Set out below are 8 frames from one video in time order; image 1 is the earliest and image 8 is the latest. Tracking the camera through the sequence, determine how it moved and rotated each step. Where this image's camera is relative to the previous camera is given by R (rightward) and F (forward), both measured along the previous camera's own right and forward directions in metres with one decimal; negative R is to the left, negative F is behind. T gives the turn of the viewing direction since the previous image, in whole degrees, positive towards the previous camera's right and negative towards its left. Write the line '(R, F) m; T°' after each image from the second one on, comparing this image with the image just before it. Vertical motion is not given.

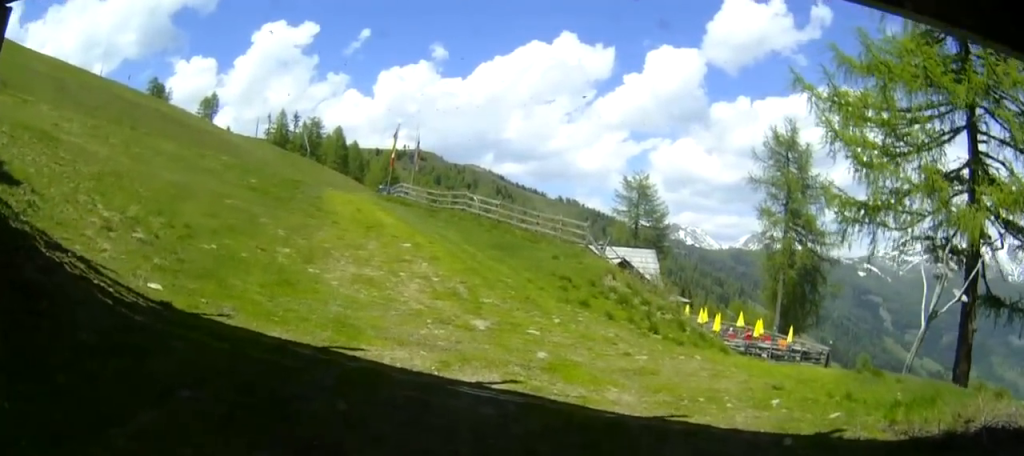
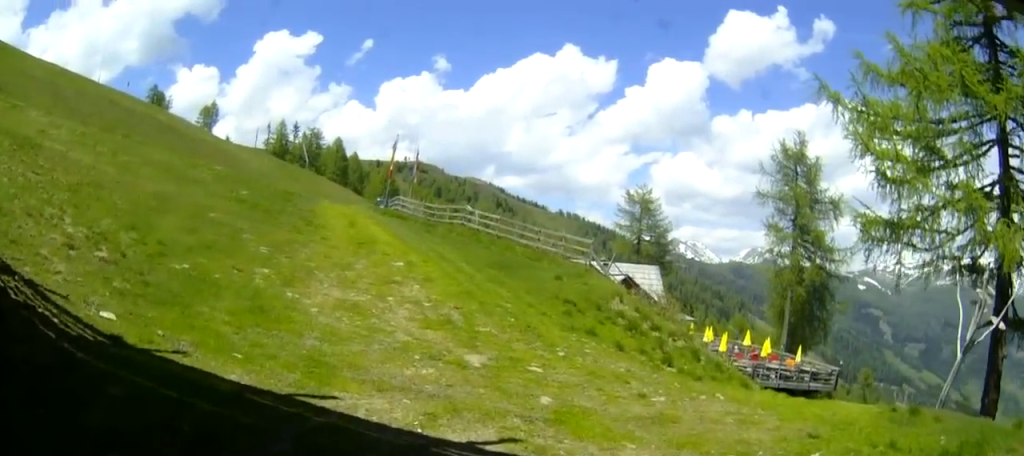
(+0.1, +1.7) m; 0°
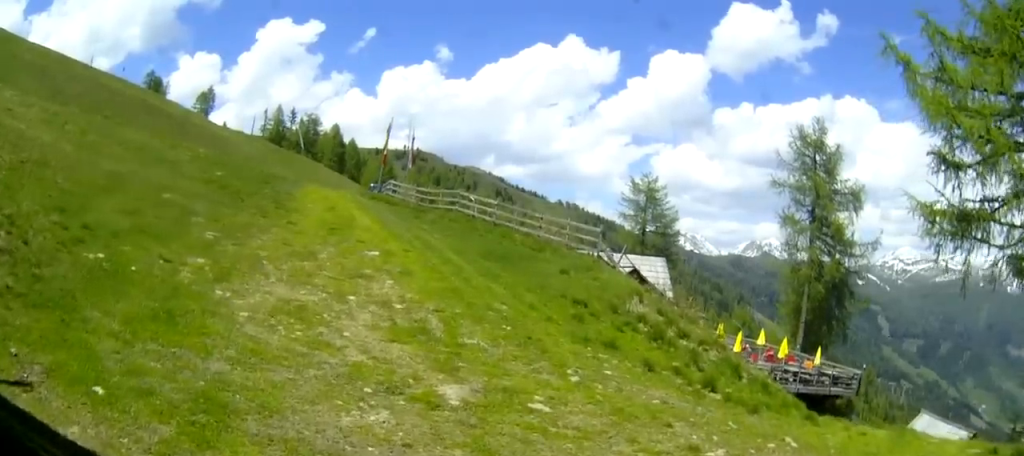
(-0.1, +3.7) m; +1°
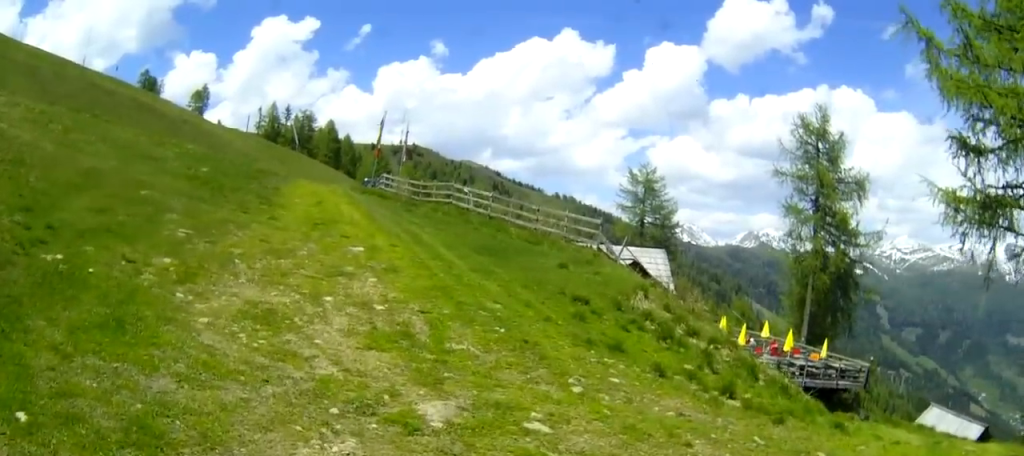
(+0.1, +1.2) m; +1°
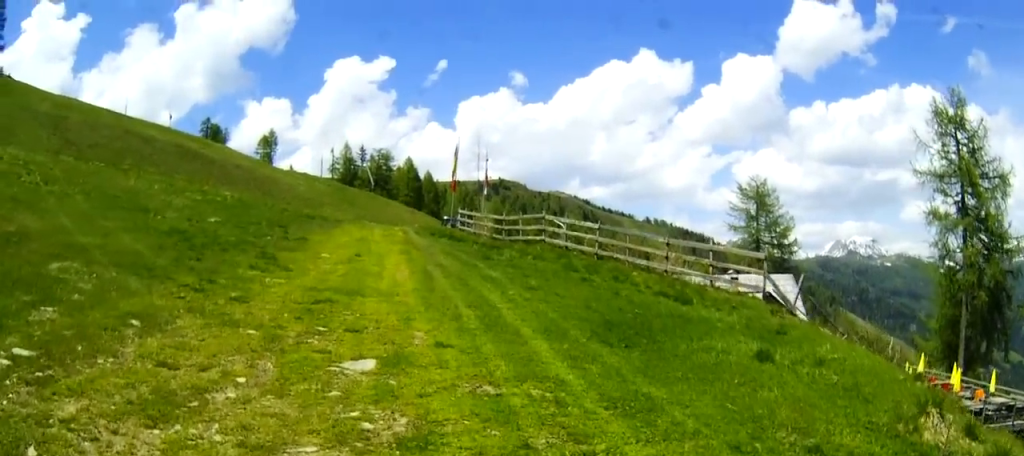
(-0.7, +8.6) m; -13°
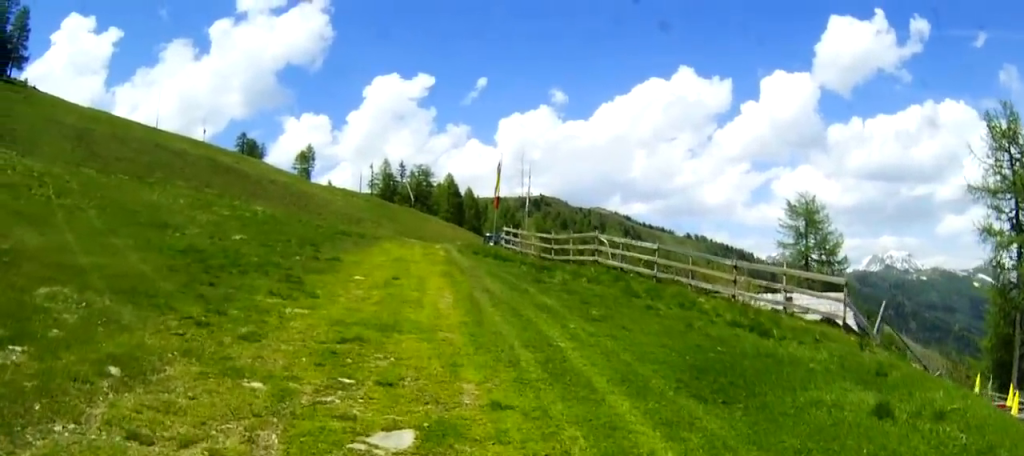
(0.0, +2.0) m; -2°
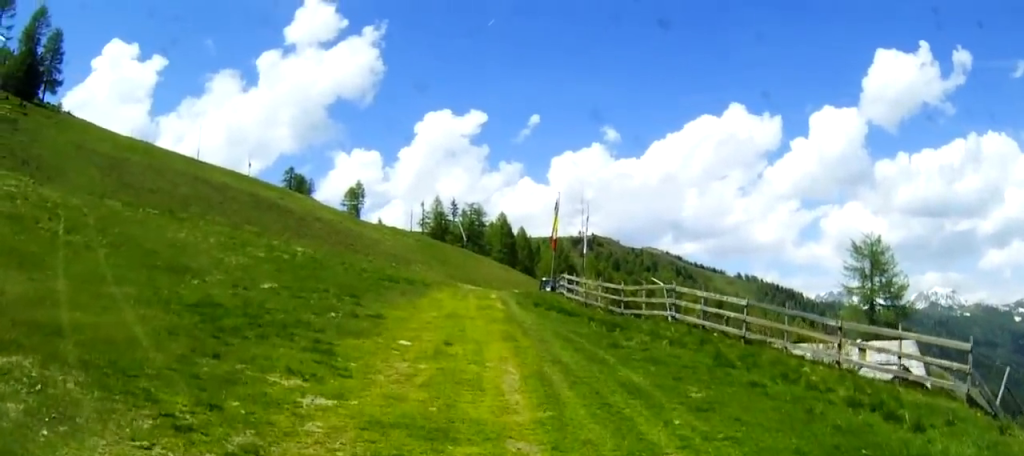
(0.0, +3.0) m; -1°
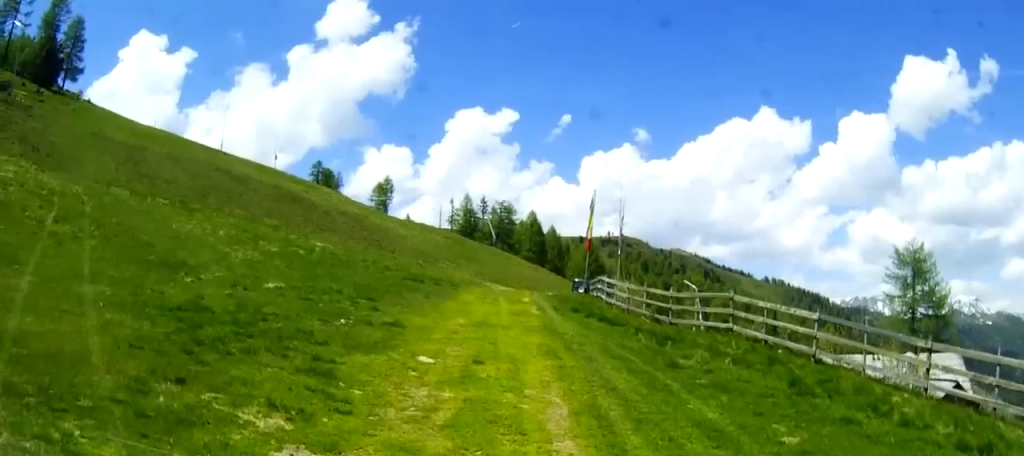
(-0.1, +2.5) m; 0°
